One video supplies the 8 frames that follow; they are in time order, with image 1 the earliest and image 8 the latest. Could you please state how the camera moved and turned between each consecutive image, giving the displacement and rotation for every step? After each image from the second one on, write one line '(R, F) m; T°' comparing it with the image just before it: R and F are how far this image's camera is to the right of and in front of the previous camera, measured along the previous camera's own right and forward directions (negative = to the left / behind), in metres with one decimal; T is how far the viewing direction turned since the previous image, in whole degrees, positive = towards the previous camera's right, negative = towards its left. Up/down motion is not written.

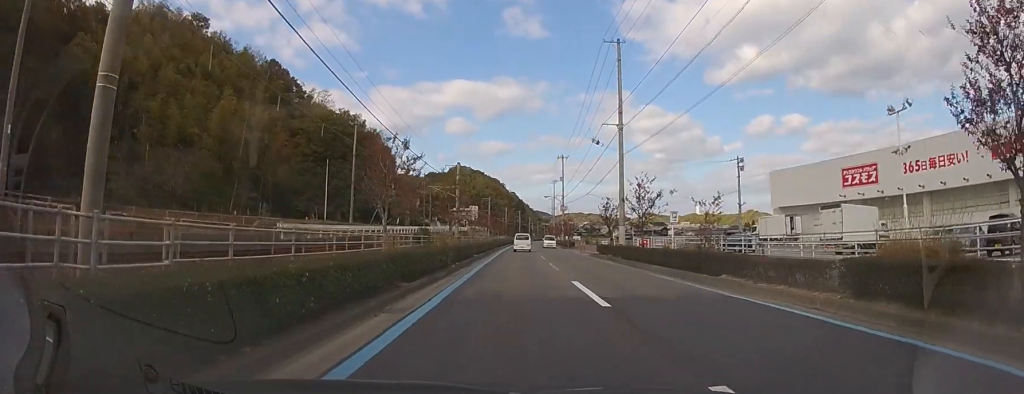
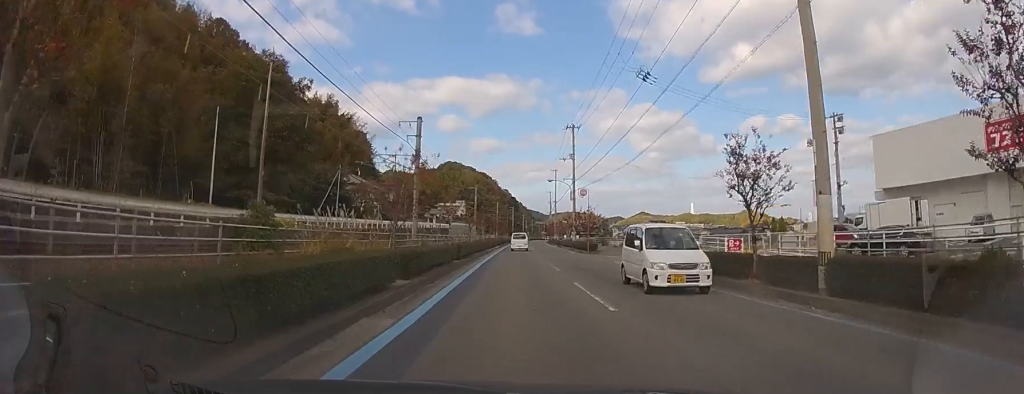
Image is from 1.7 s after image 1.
(+0.2, +20.5) m; +1°
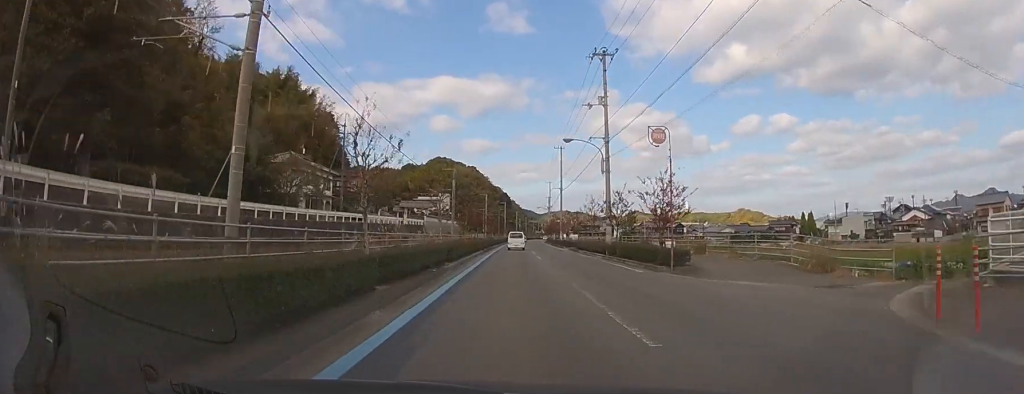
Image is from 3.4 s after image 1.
(+0.1, +22.5) m; +1°
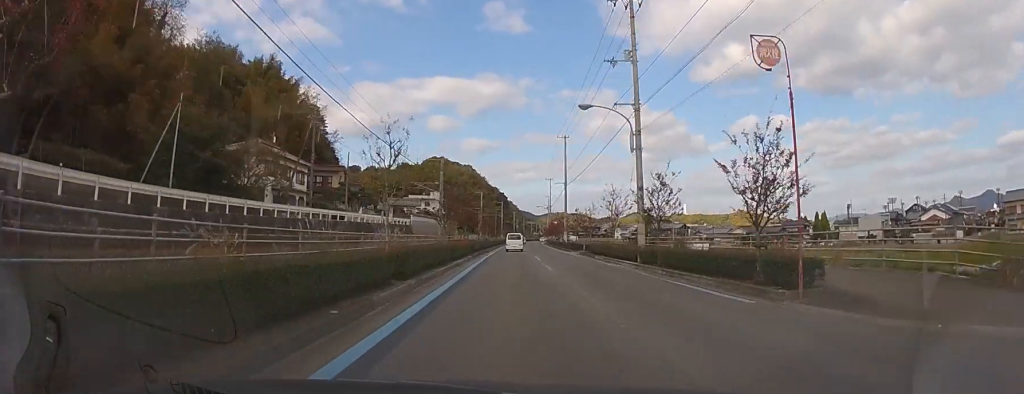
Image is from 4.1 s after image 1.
(0.0, +8.7) m; 0°
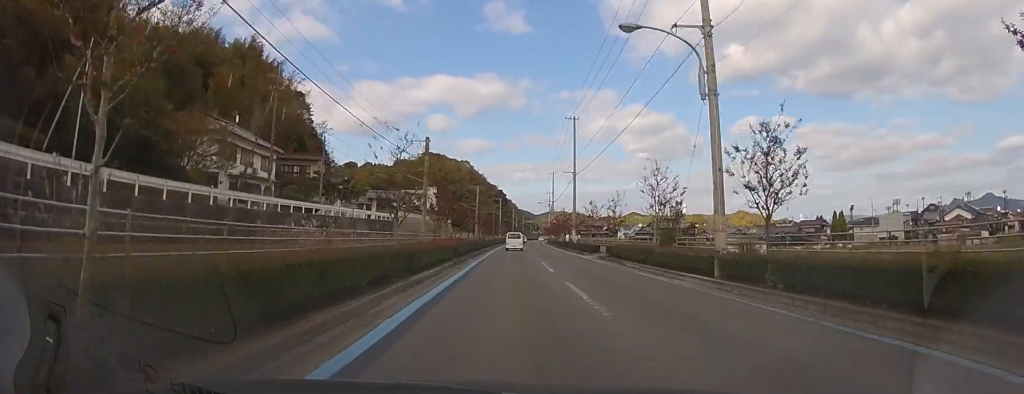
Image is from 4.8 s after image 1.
(0.0, +9.1) m; 0°
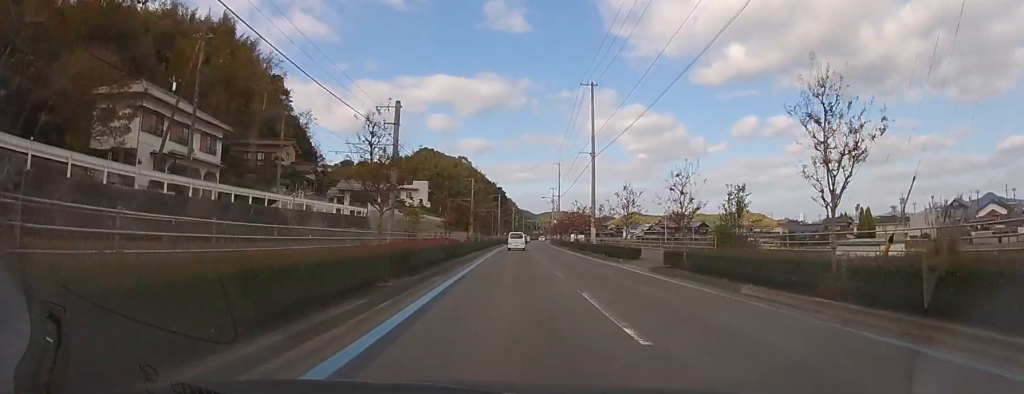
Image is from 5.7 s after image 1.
(0.0, +11.9) m; 0°
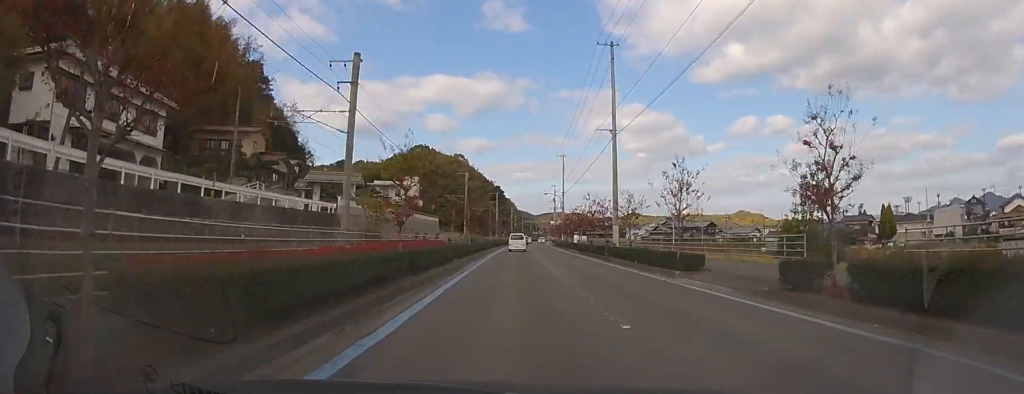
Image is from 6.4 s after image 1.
(0.0, +8.8) m; 0°
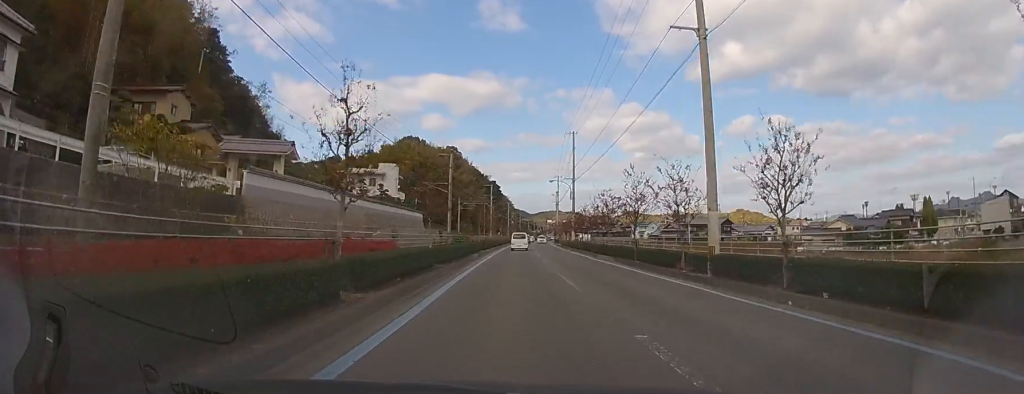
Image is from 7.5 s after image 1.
(0.0, +15.4) m; 0°
